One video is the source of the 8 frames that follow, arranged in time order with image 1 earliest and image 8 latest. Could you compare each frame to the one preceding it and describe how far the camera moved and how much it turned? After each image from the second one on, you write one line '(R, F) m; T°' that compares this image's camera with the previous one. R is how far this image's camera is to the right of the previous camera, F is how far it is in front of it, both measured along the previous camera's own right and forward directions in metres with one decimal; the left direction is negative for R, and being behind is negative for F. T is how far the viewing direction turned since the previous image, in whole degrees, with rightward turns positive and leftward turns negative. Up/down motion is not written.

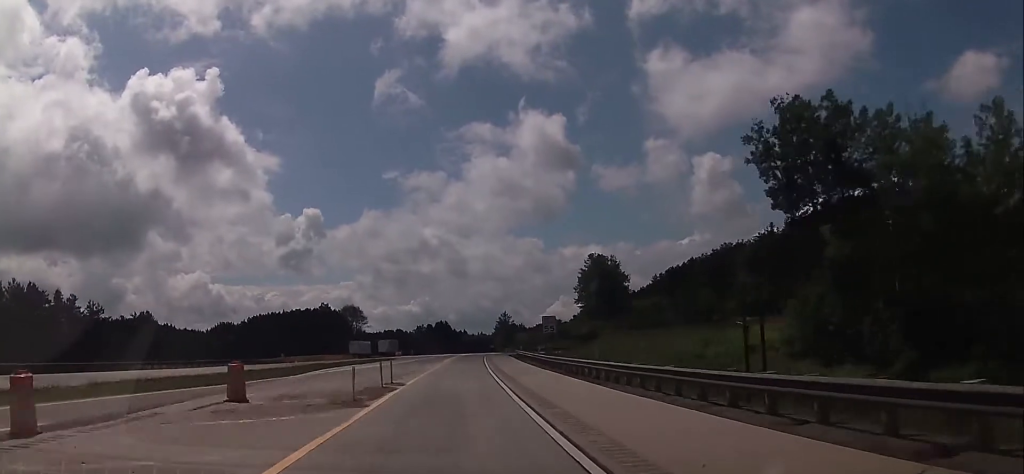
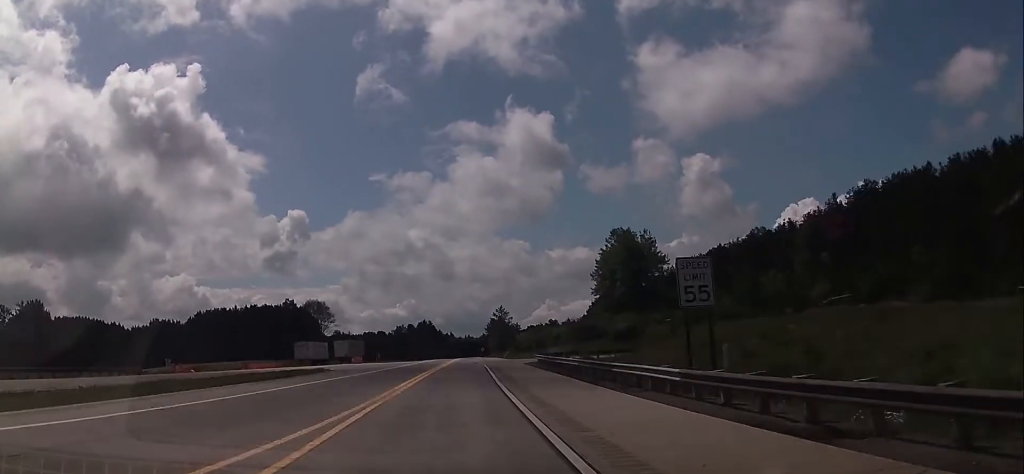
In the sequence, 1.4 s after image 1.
(+1.3, +40.0) m; +2°
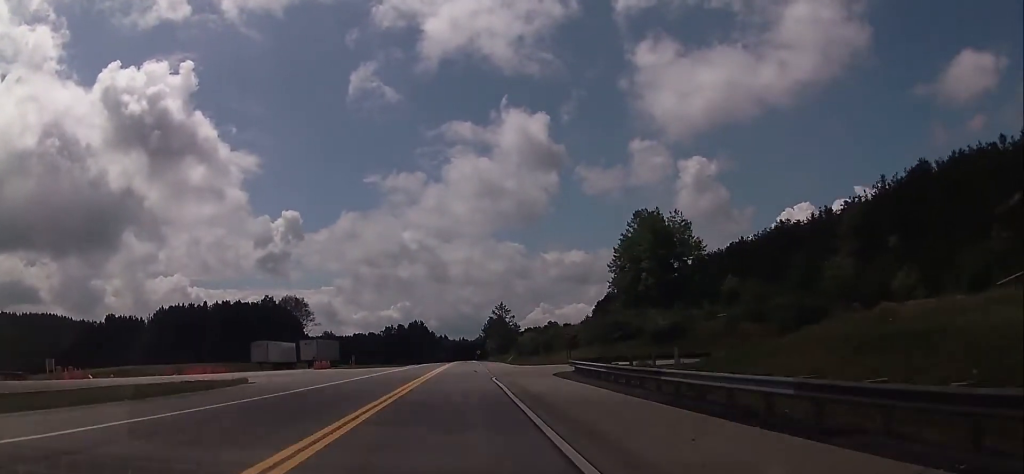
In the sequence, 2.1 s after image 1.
(-0.4, +21.2) m; 0°
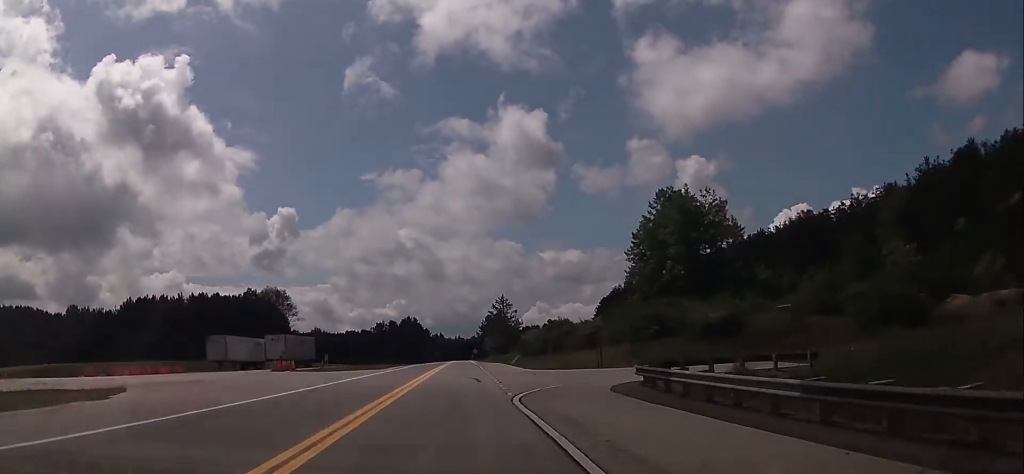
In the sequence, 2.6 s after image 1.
(-0.1, +15.3) m; 0°
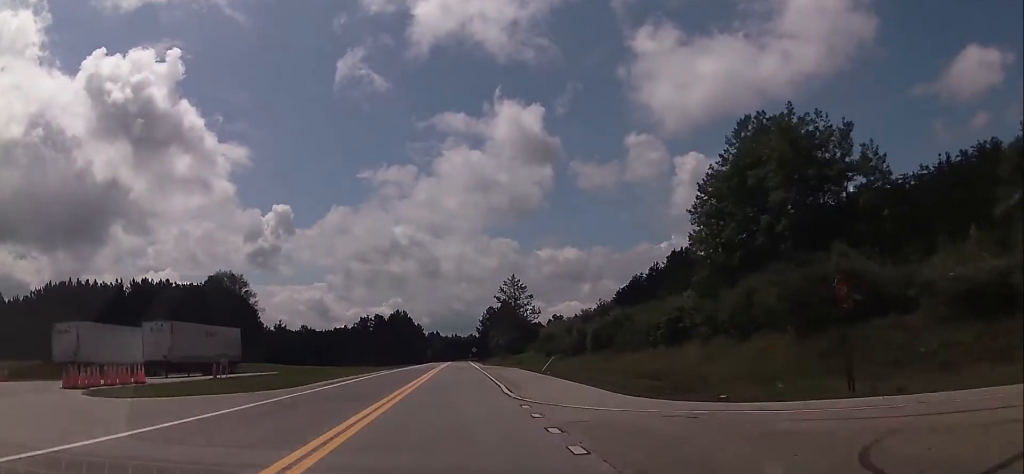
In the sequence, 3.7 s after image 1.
(+0.6, +31.4) m; +1°
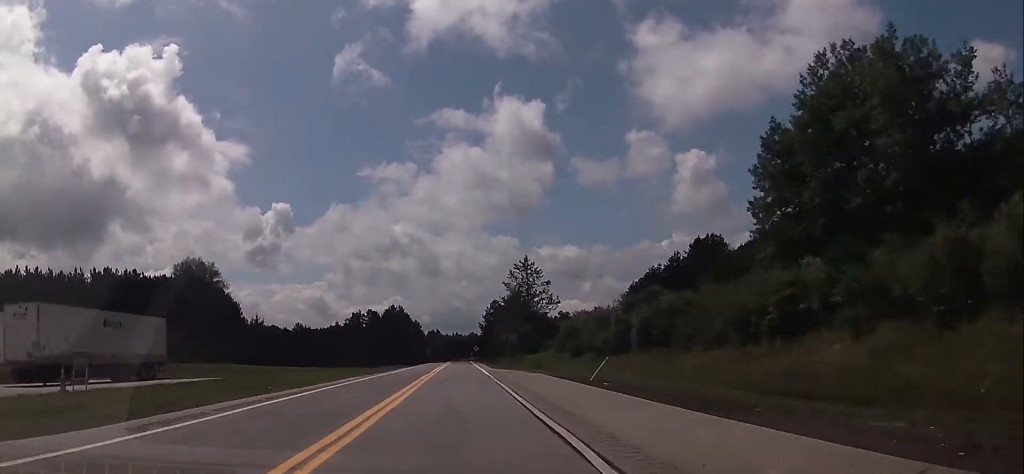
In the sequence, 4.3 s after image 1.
(0.0, +17.1) m; 0°
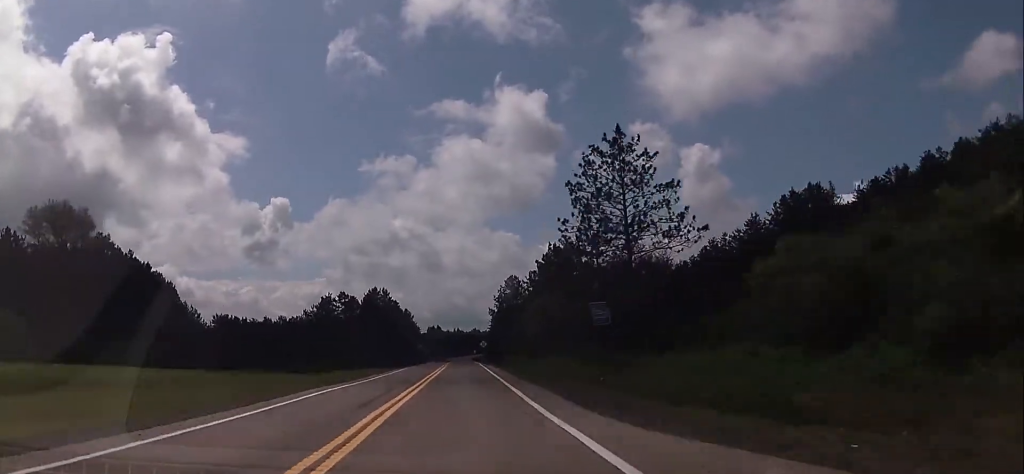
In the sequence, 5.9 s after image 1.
(-0.3, +44.5) m; 0°
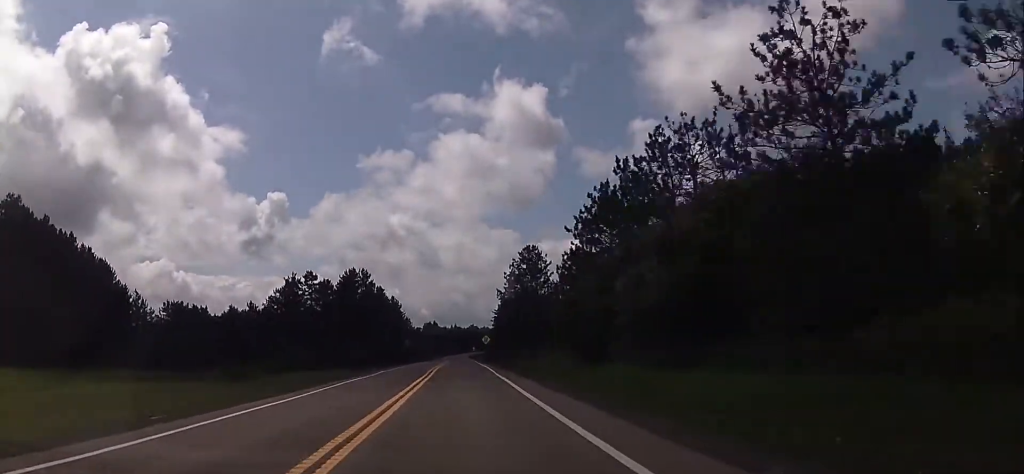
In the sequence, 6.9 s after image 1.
(0.0, +28.3) m; +1°
